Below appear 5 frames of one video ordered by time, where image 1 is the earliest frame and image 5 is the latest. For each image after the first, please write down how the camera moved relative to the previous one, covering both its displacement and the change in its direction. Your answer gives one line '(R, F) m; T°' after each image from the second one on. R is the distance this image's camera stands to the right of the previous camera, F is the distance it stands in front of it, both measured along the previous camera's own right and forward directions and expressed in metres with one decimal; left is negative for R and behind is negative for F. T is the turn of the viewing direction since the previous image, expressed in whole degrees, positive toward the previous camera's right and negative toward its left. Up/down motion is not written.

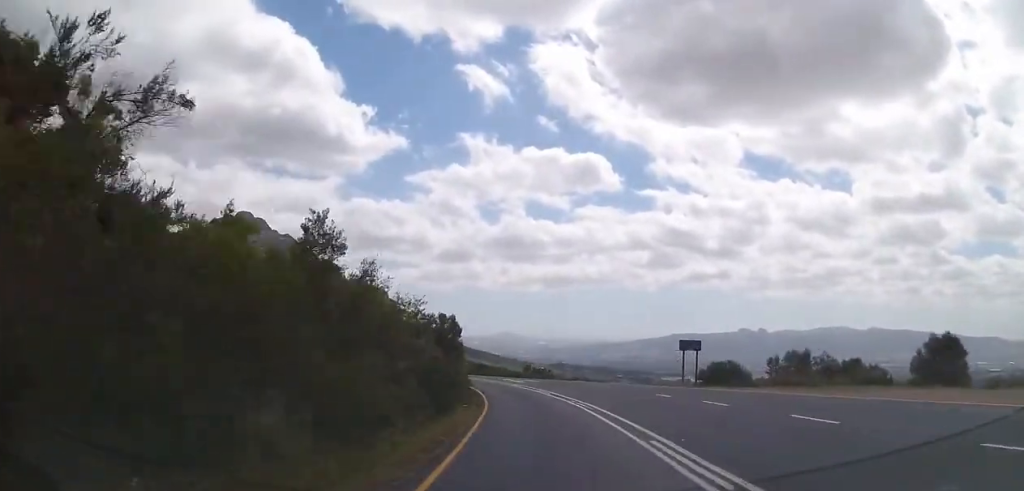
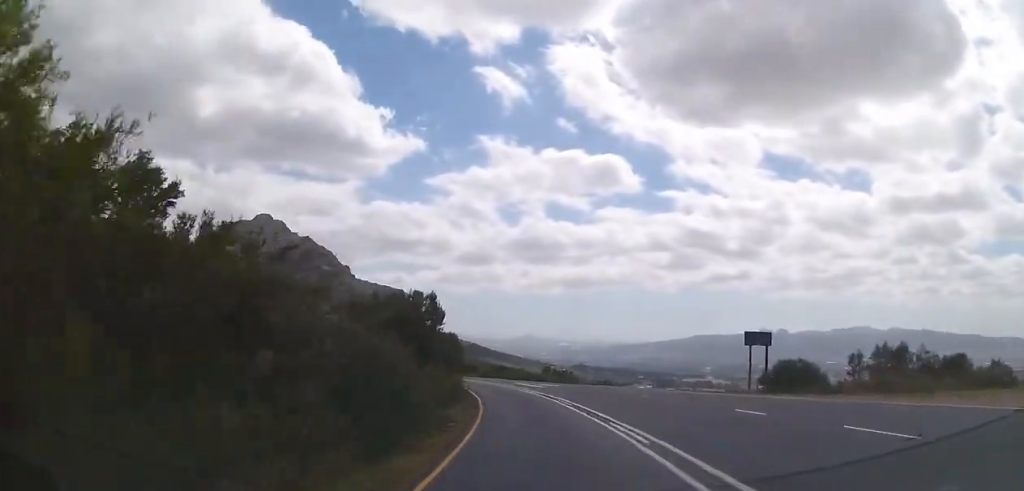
(0.0, +8.6) m; -2°
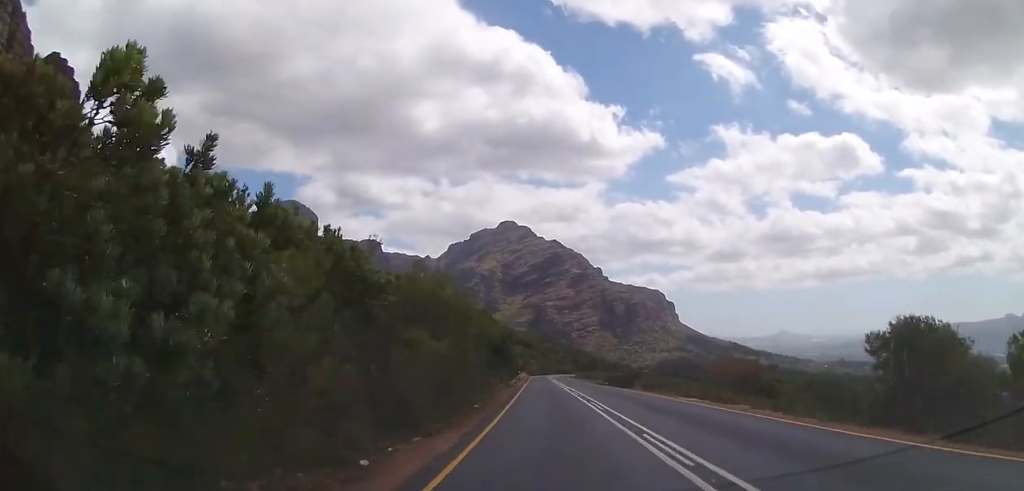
(-26.2, +91.3) m; -27°
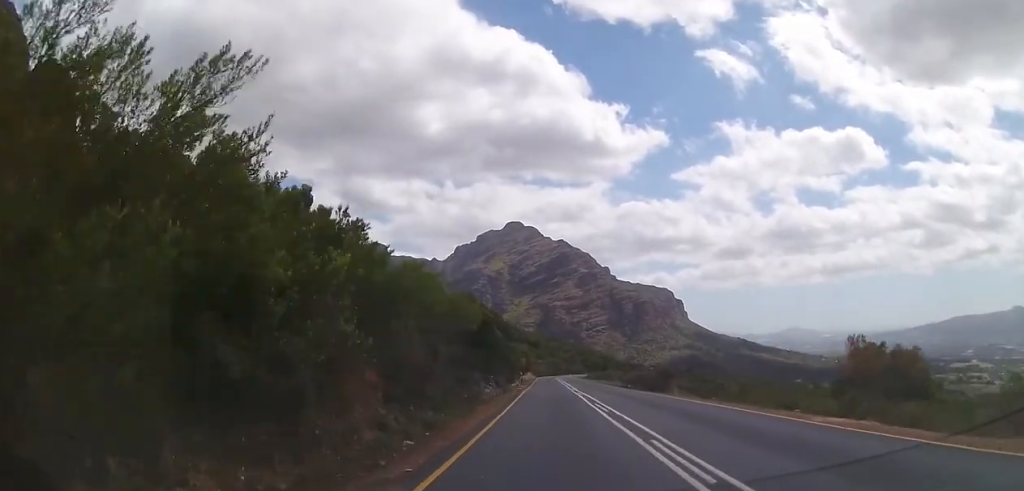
(-0.3, +13.1) m; -2°
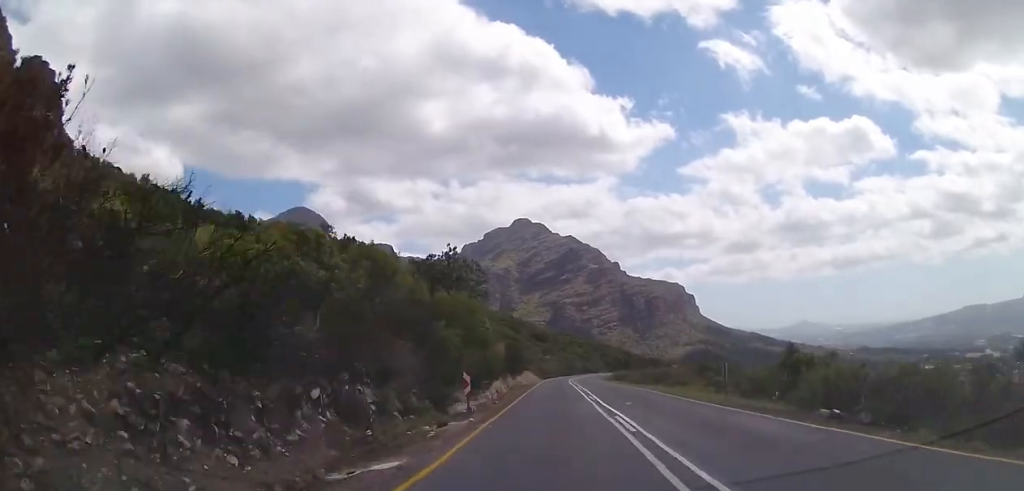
(-0.8, +39.1) m; -2°
